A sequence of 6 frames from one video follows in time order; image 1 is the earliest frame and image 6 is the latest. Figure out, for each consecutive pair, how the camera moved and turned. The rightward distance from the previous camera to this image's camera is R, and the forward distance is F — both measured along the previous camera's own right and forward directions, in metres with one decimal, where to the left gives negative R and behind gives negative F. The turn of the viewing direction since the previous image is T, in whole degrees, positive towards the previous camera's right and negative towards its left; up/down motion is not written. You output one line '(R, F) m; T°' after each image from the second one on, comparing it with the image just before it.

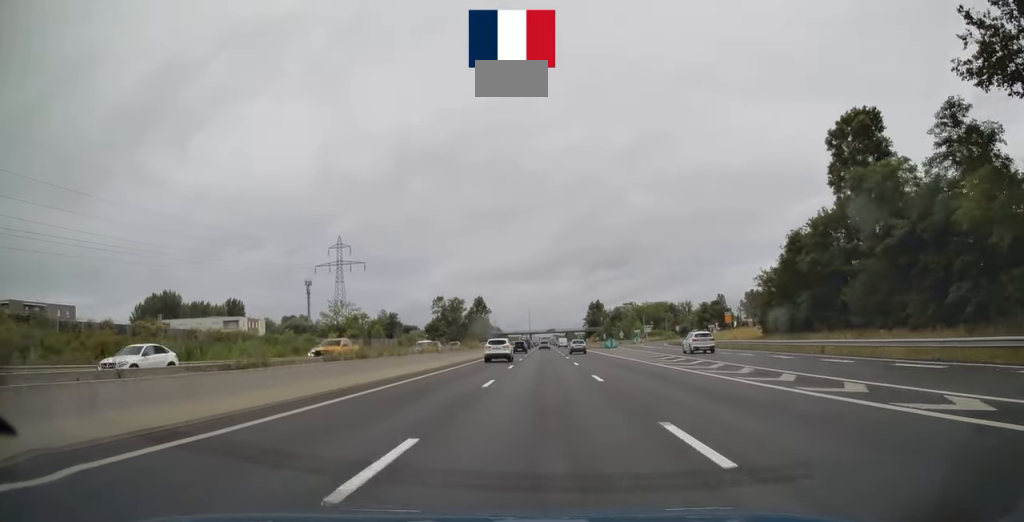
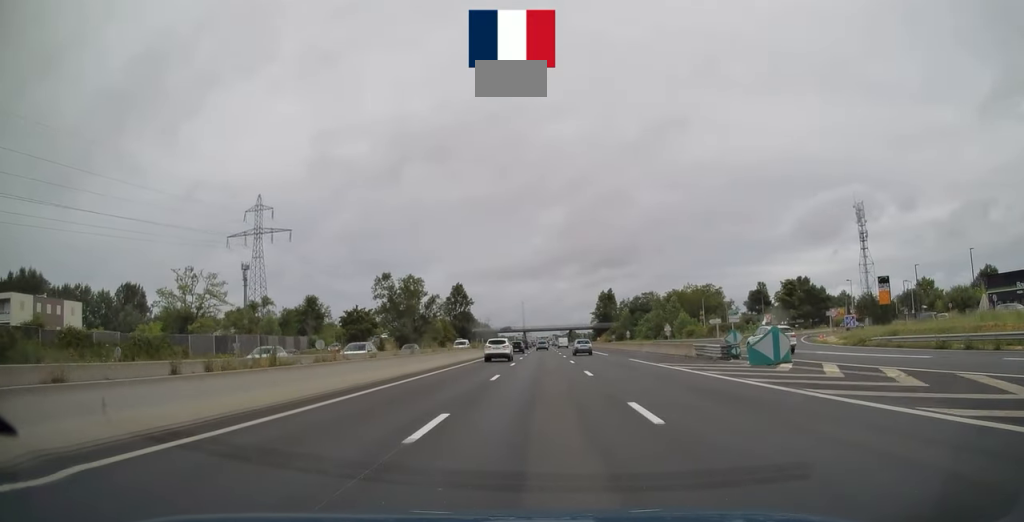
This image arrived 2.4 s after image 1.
(+0.8, +61.7) m; +1°
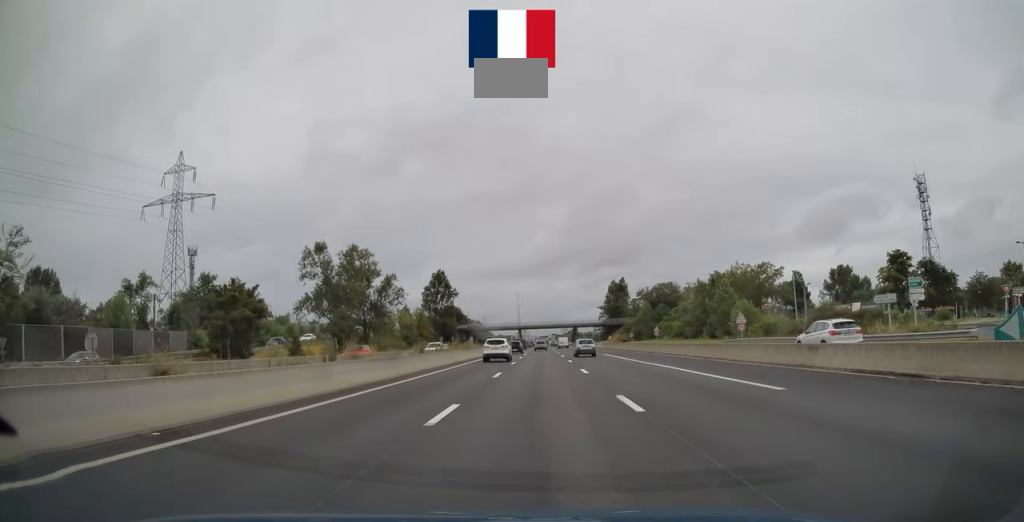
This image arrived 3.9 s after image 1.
(+0.1, +37.5) m; 0°
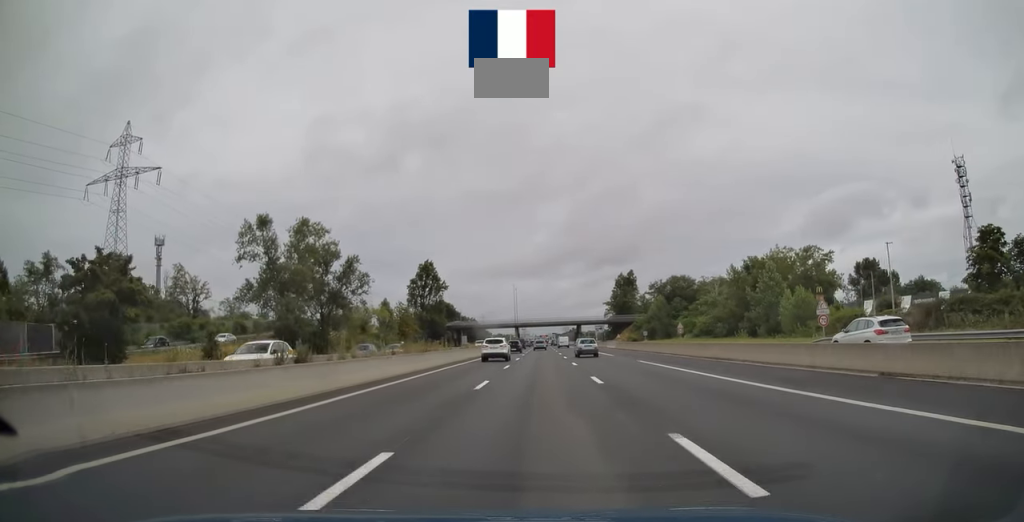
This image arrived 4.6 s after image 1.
(0.0, +19.0) m; 0°
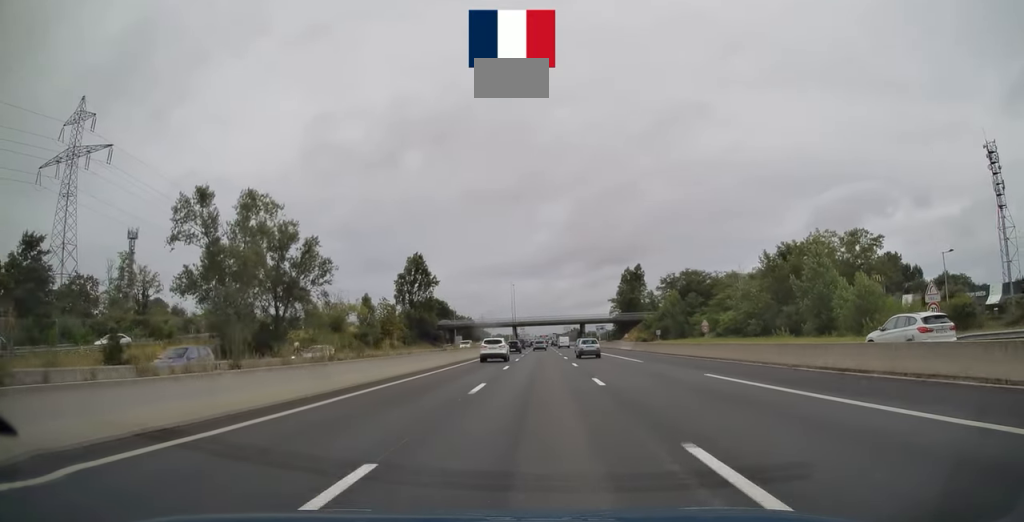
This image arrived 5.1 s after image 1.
(0.0, +13.8) m; 0°
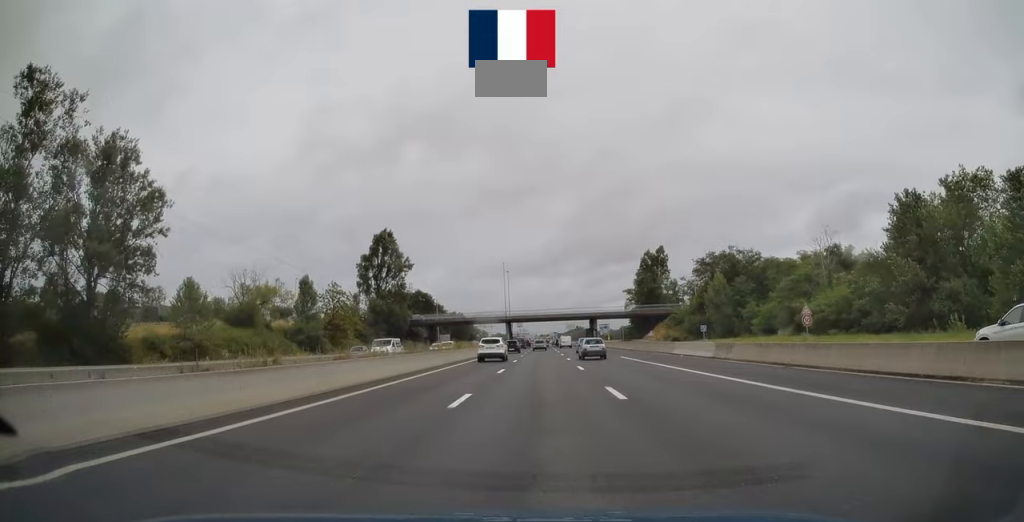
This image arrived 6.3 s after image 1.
(0.0, +30.2) m; 0°
